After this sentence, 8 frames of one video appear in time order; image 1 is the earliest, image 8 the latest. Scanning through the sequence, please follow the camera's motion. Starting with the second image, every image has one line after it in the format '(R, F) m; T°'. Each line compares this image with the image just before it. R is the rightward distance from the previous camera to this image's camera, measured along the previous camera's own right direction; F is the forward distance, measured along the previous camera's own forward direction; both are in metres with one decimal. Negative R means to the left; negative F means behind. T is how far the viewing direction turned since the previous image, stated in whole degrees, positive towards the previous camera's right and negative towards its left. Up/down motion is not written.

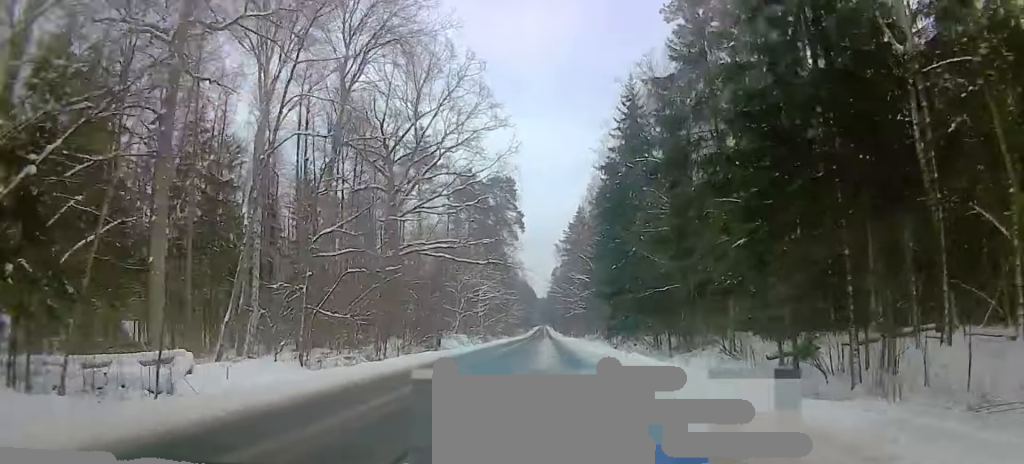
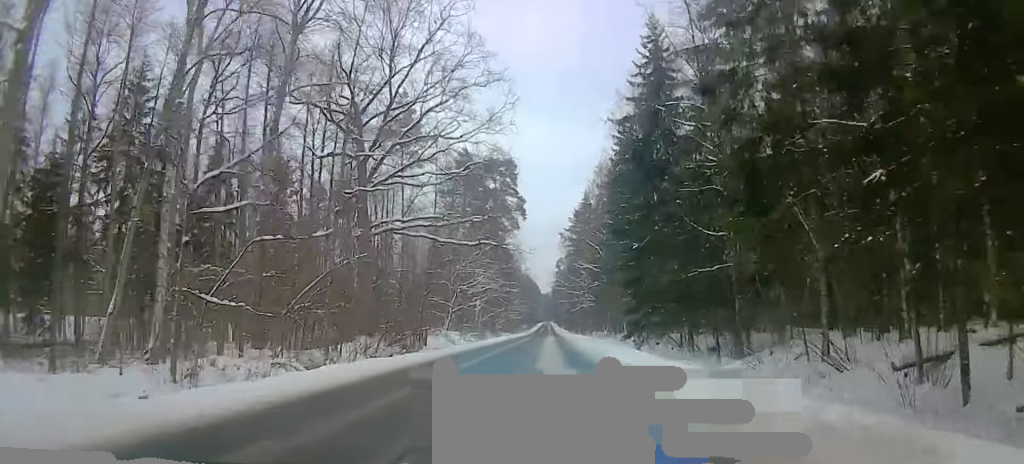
(+0.6, +10.9) m; +1°
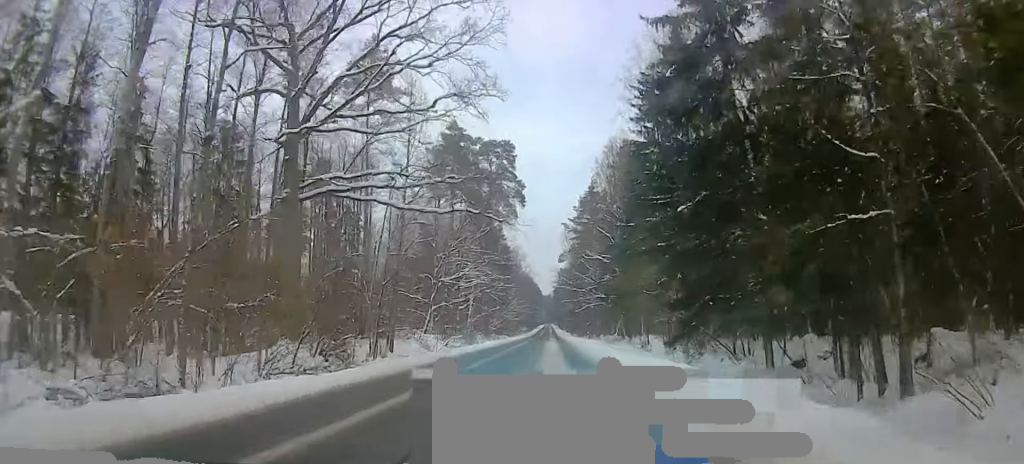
(+0.2, +14.4) m; 0°
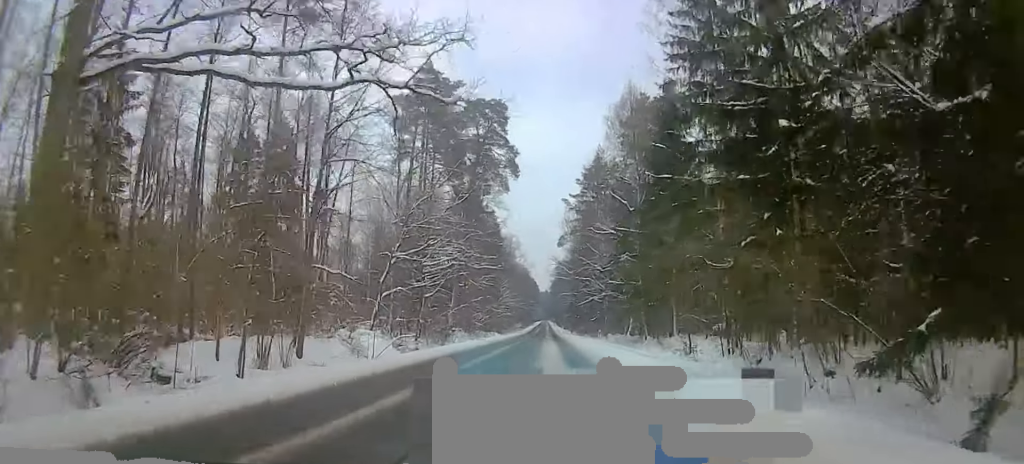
(-0.3, +18.5) m; -2°
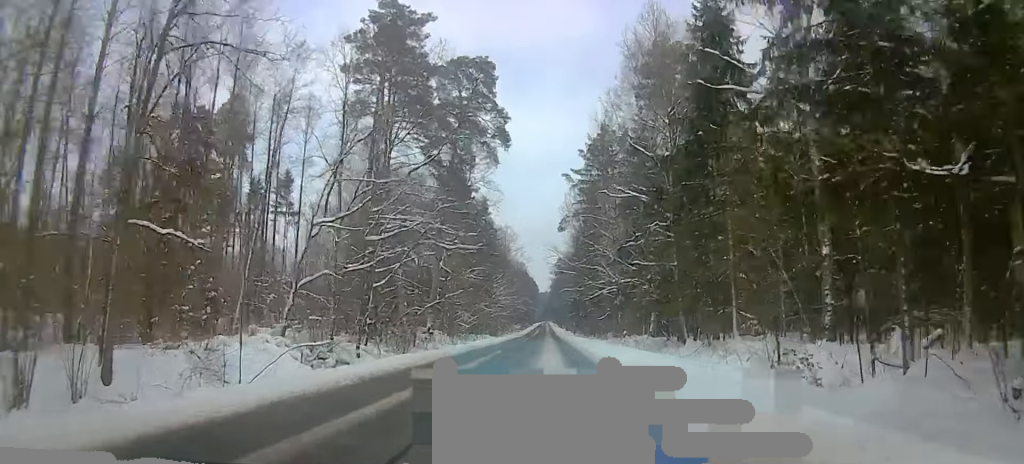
(-0.4, +15.7) m; -1°
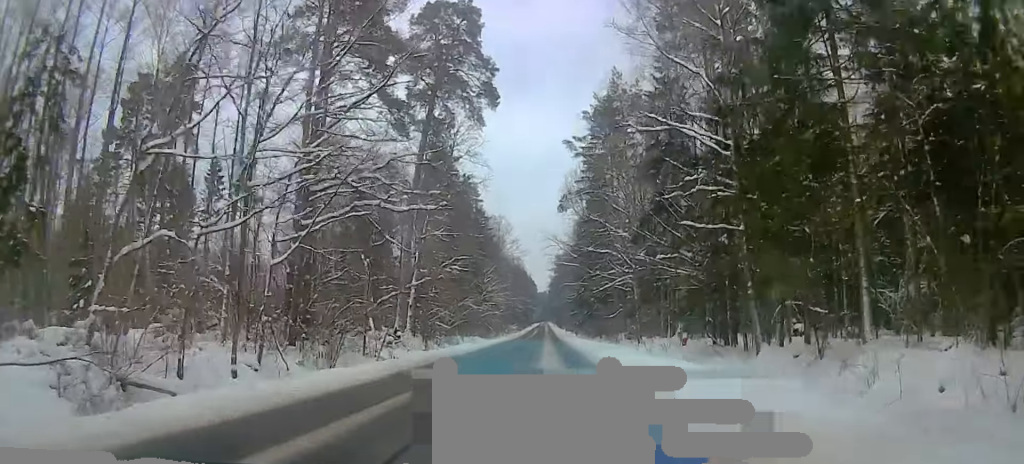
(0.0, +14.4) m; +1°
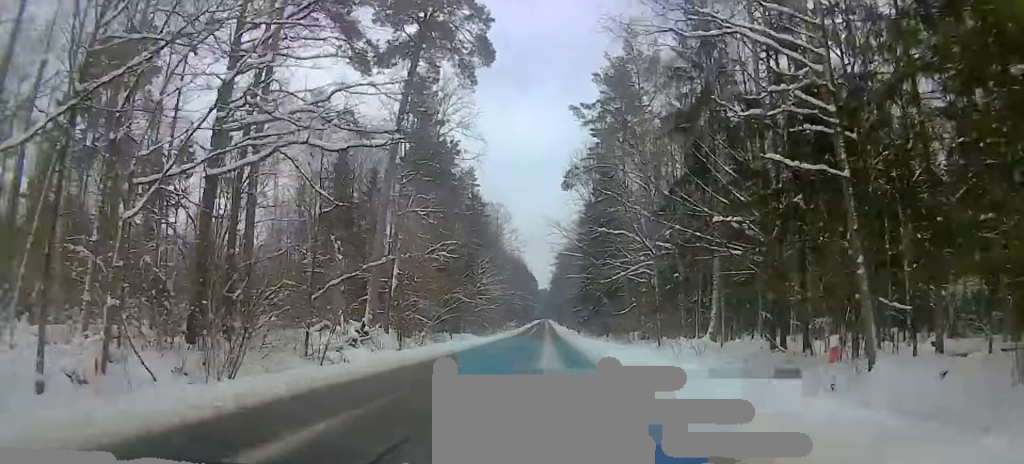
(+0.1, +9.6) m; 0°
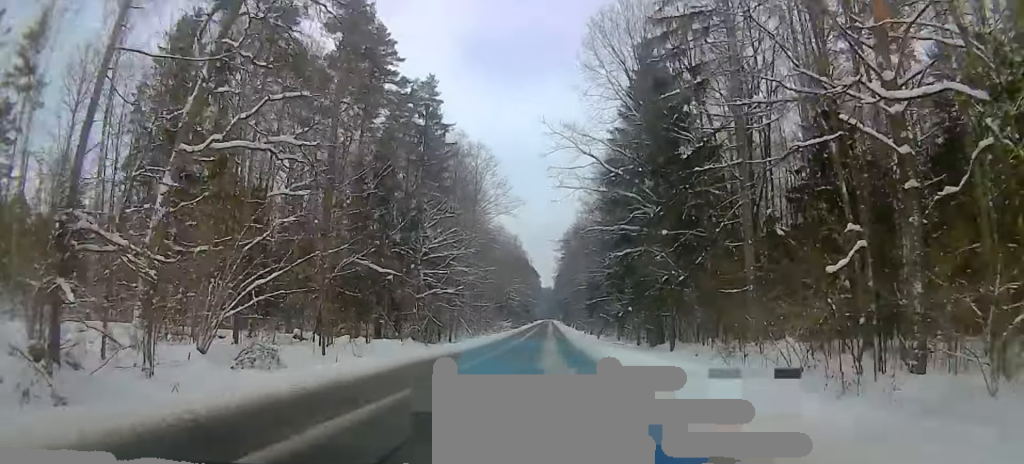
(+0.1, +40.9) m; +1°
